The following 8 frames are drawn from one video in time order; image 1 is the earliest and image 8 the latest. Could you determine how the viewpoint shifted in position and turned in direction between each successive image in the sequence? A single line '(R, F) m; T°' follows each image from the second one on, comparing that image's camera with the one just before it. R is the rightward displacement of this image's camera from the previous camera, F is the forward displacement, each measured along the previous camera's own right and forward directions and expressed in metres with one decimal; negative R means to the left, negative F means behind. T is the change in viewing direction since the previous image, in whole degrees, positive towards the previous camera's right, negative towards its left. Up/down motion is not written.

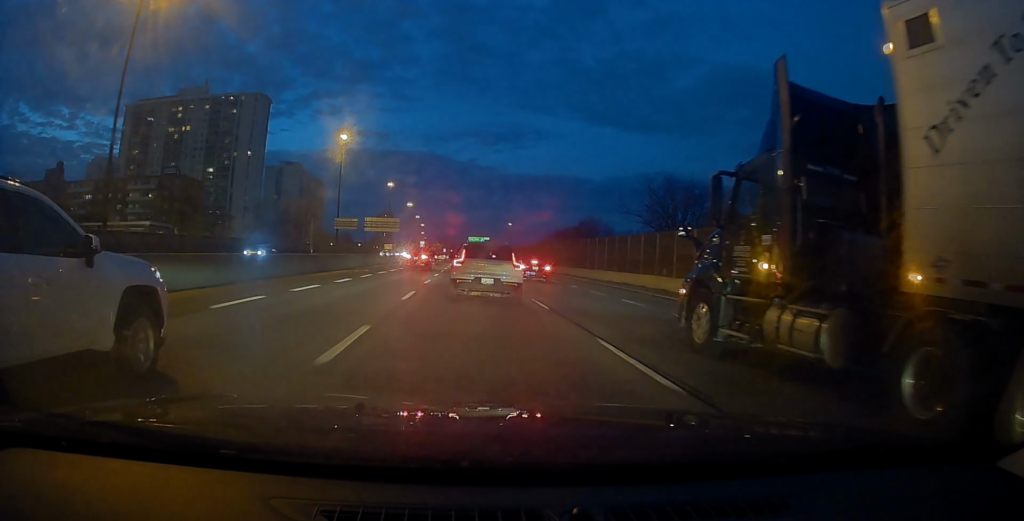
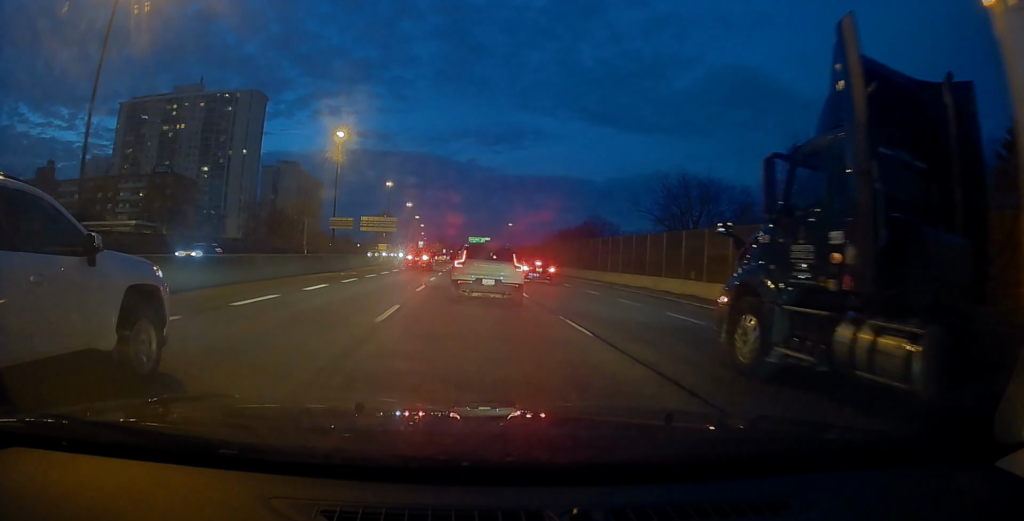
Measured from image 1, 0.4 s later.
(-0.2, +4.6) m; -1°
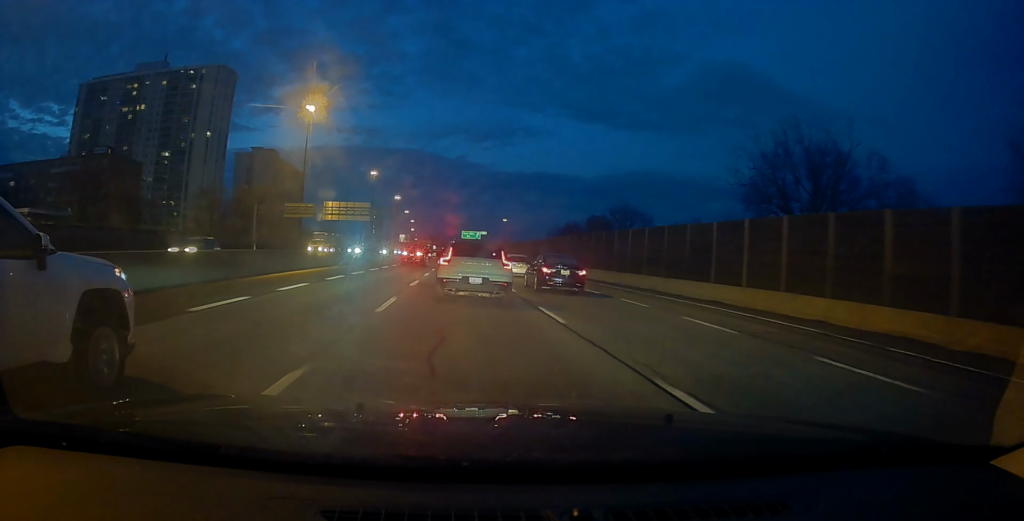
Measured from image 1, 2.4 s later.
(+0.2, +25.1) m; +2°
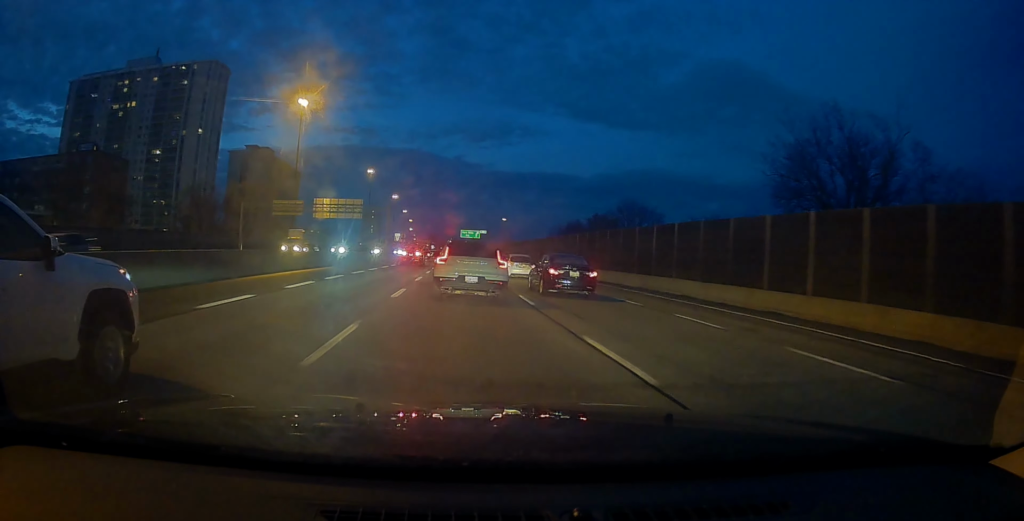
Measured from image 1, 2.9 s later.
(+0.2, +5.6) m; 0°
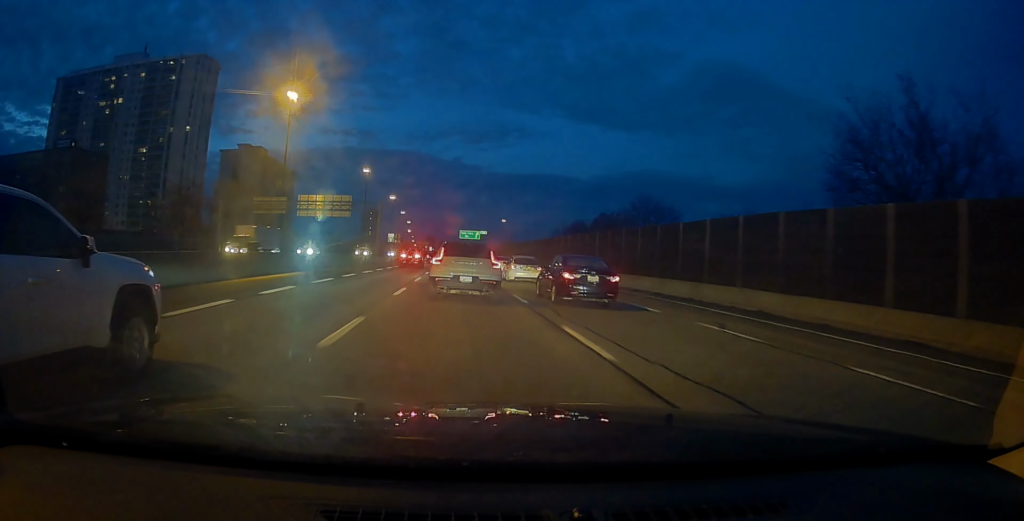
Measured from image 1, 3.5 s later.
(-0.2, +8.0) m; 0°
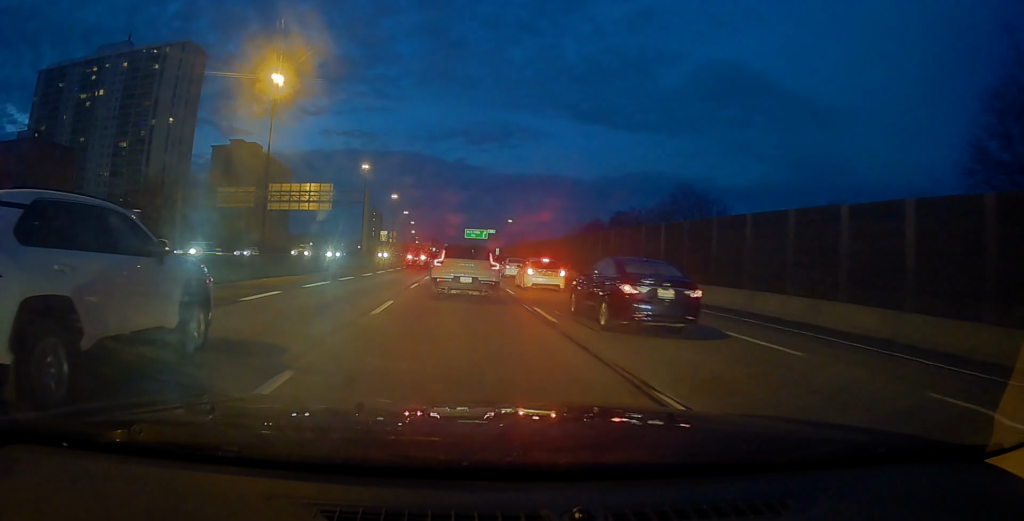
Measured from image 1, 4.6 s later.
(0.0, +13.5) m; -1°
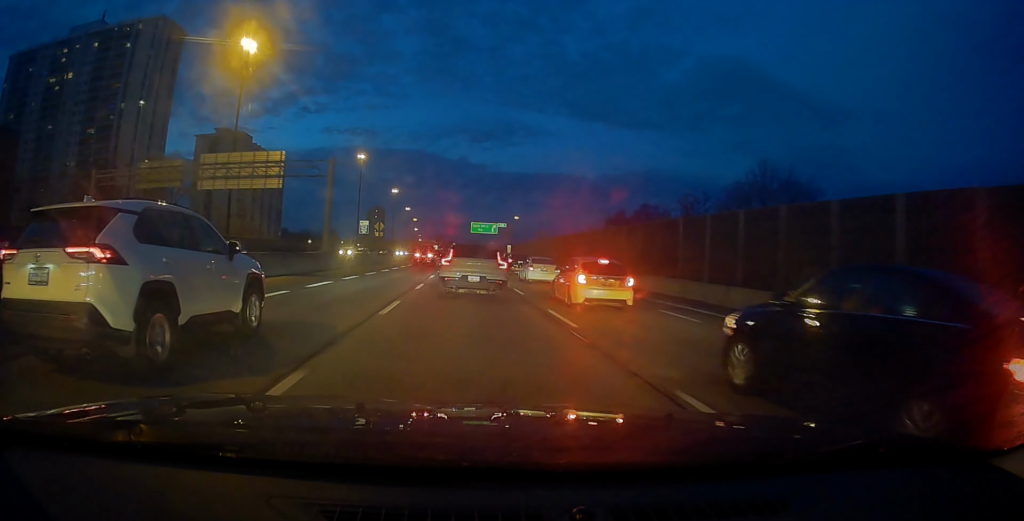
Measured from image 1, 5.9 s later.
(-0.5, +17.8) m; -1°
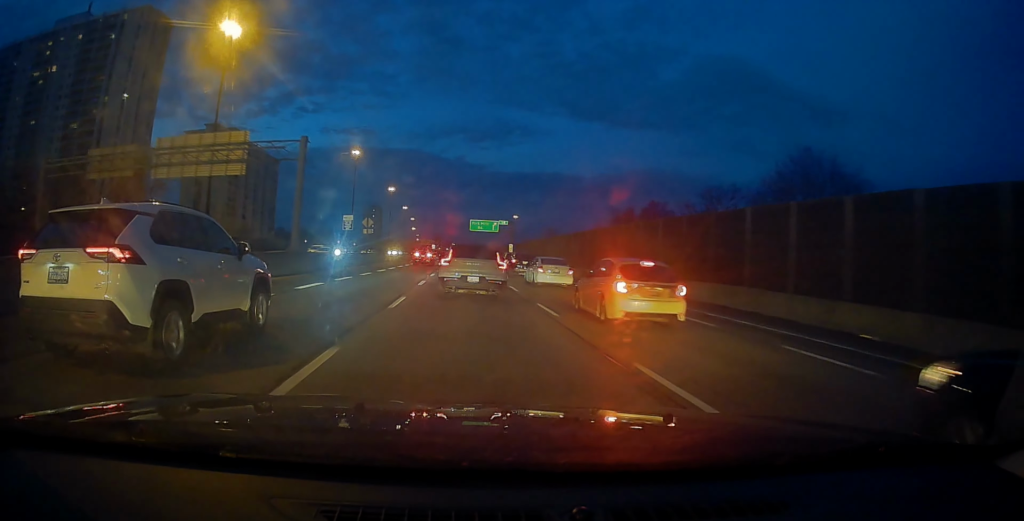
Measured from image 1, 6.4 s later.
(+0.2, +7.2) m; +1°
